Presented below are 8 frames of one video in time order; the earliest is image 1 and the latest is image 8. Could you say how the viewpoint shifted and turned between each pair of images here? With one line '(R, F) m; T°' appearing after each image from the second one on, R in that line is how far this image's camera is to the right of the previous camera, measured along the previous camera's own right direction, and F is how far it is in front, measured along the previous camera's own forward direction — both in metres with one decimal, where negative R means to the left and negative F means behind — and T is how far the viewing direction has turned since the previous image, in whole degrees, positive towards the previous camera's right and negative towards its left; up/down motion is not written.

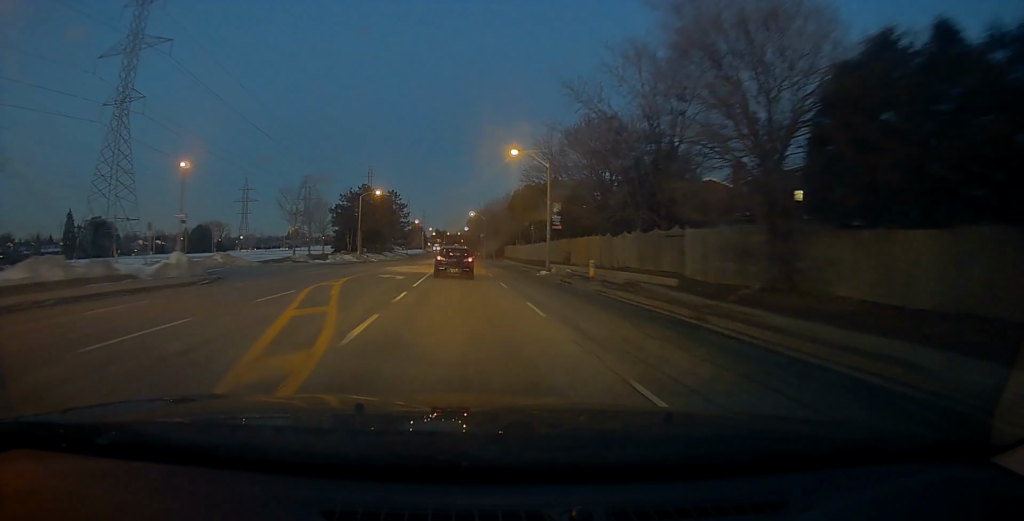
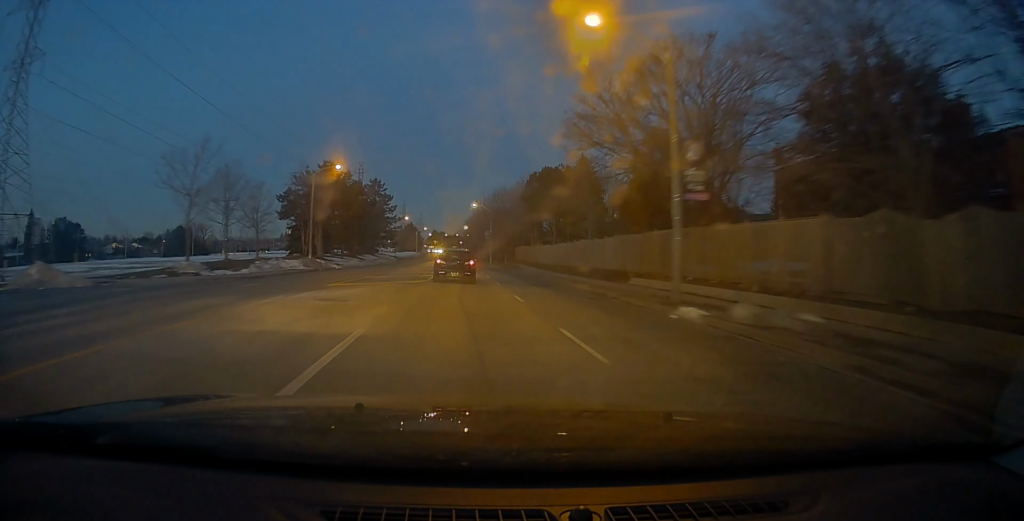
(-0.4, +22.4) m; -1°
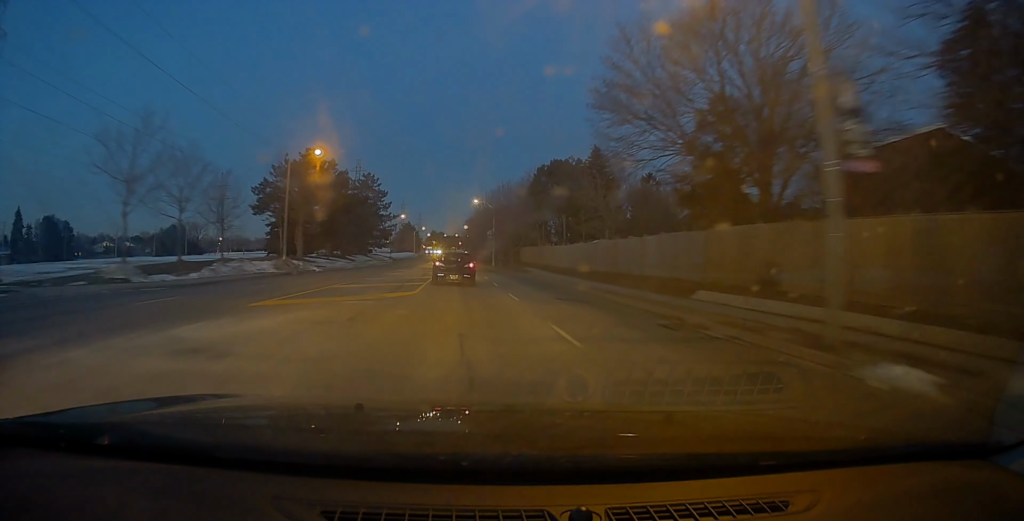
(-0.2, +7.2) m; 0°
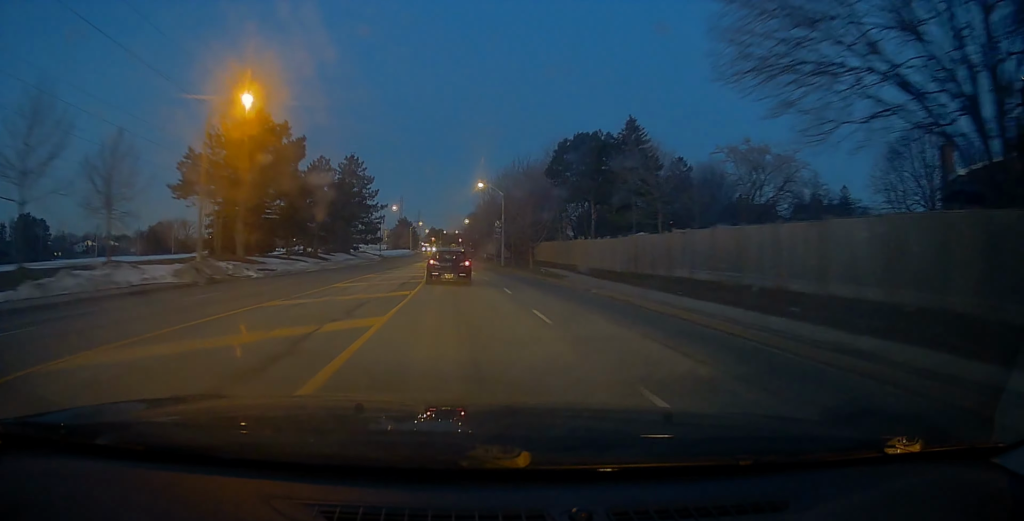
(+0.3, +14.5) m; +1°
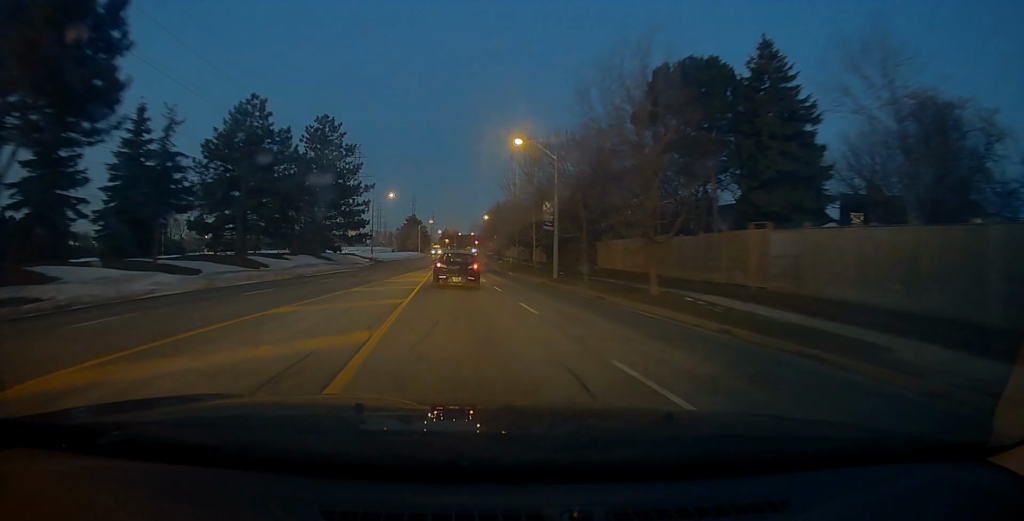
(-0.4, +24.0) m; -2°
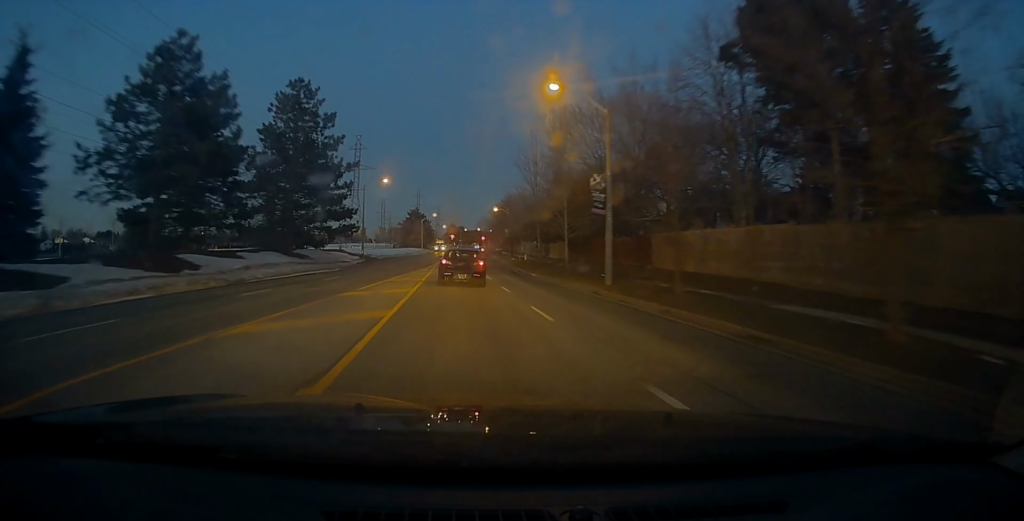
(-0.2, +11.0) m; 0°
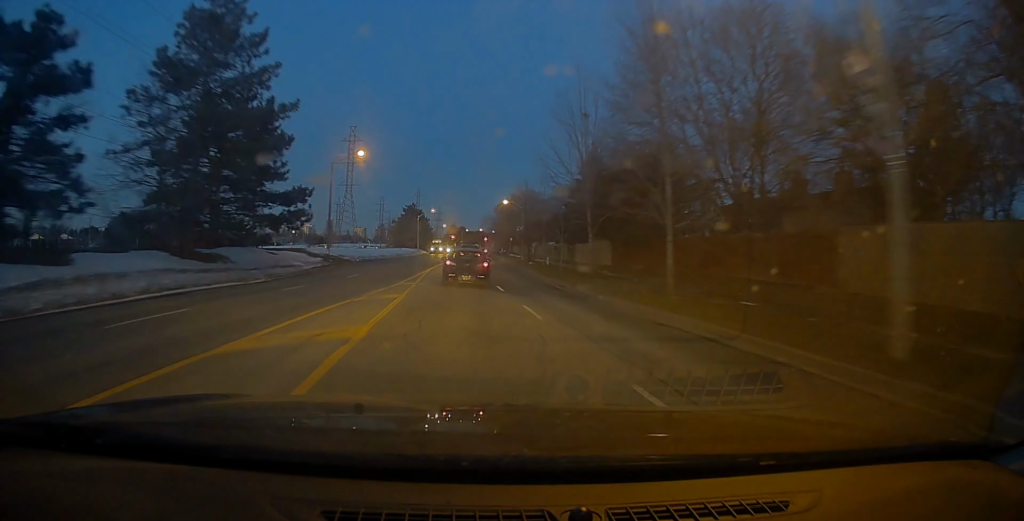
(+0.3, +16.6) m; +1°
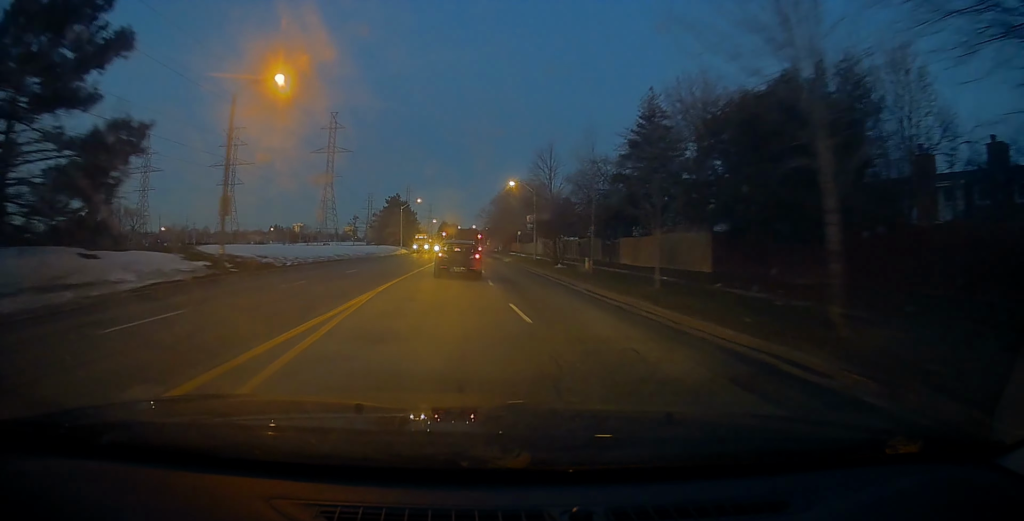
(0.0, +19.1) m; -1°
